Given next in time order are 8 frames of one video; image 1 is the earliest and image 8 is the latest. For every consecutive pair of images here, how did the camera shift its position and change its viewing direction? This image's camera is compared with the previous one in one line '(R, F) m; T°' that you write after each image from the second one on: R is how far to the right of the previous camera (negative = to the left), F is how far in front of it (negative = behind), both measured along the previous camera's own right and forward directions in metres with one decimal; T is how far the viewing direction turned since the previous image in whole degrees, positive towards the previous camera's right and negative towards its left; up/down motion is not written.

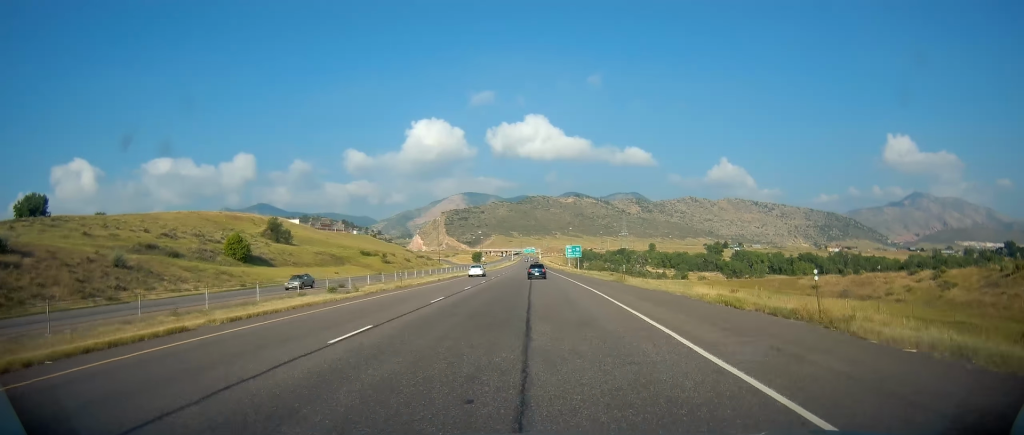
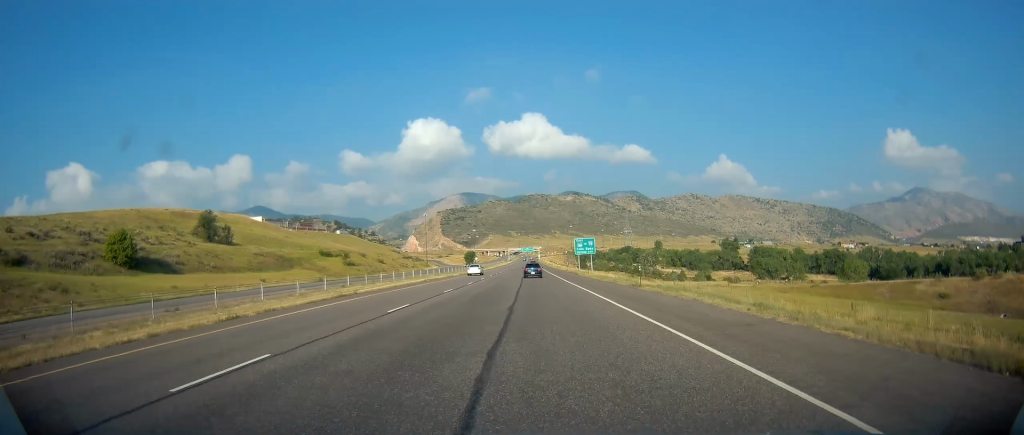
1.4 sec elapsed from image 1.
(0.0, +40.8) m; 0°
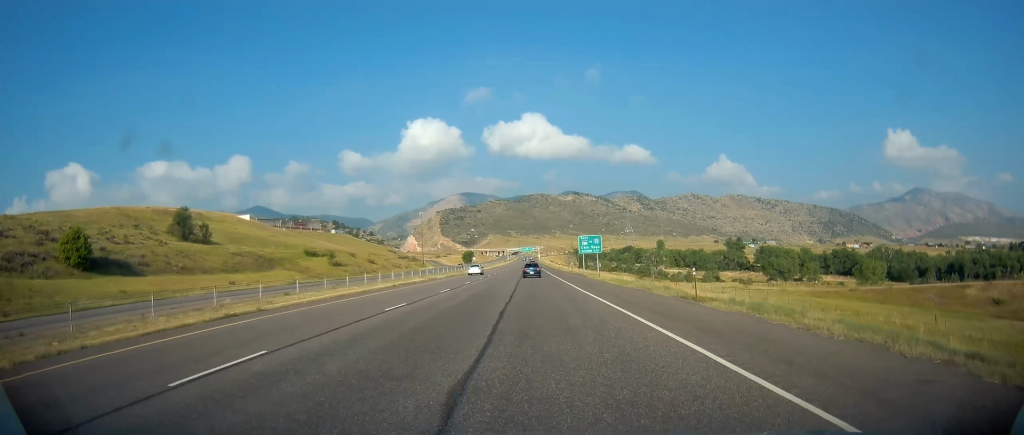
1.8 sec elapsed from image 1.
(+0.1, +11.9) m; 0°
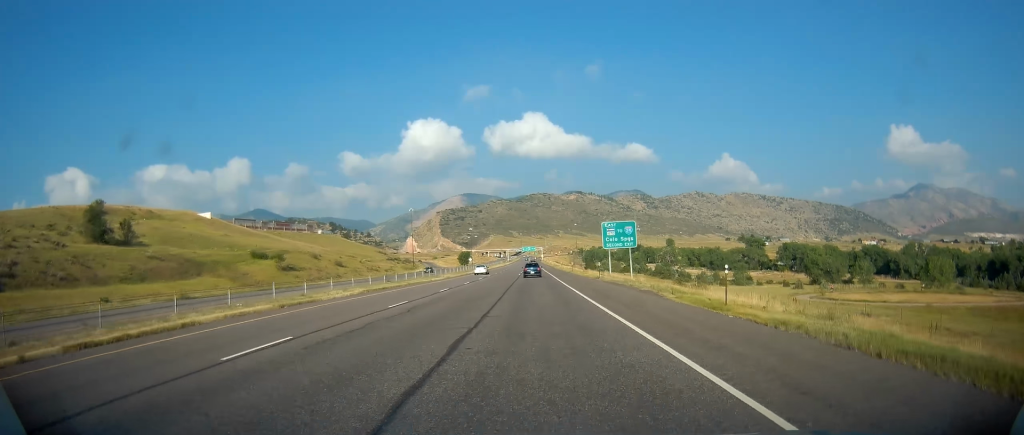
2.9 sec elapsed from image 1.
(0.0, +34.4) m; 0°
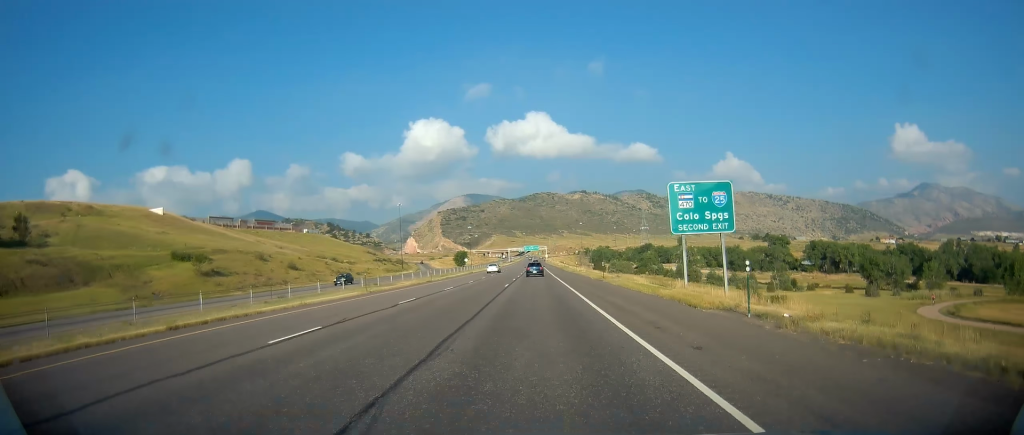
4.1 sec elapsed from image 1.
(-0.2, +34.0) m; -1°
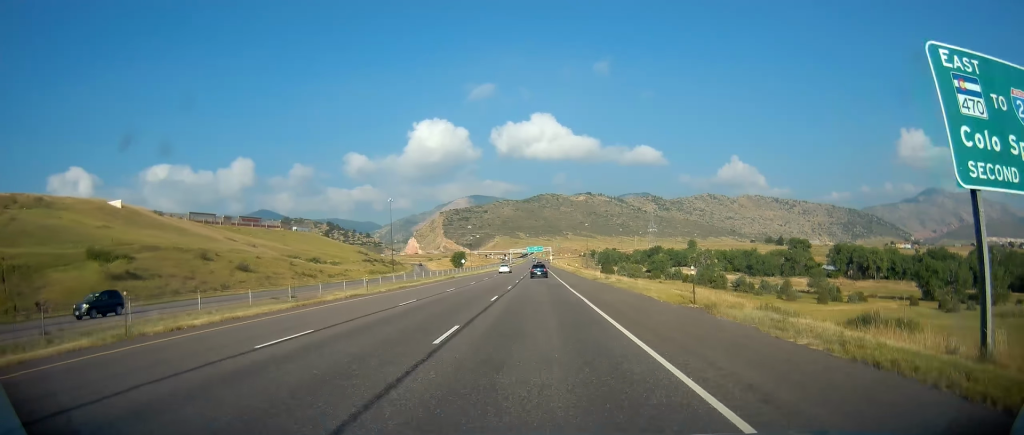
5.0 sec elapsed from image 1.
(-0.1, +25.0) m; 0°
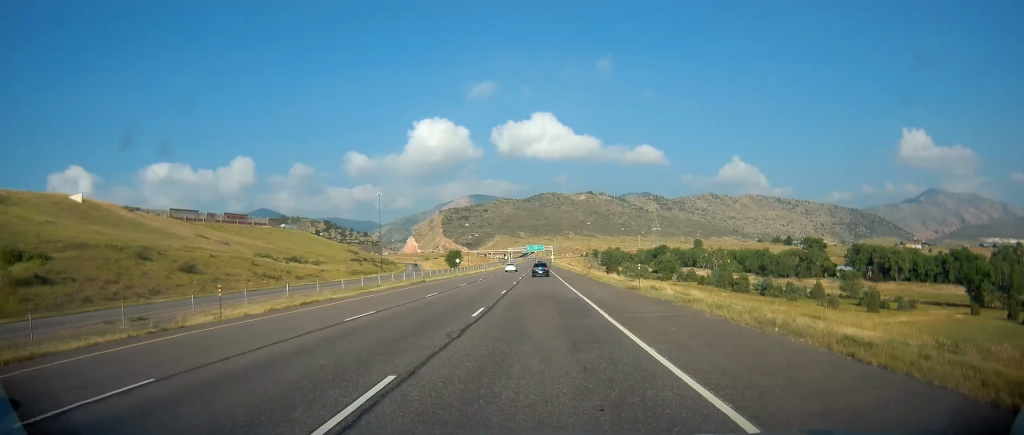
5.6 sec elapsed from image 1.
(0.0, +19.1) m; 0°
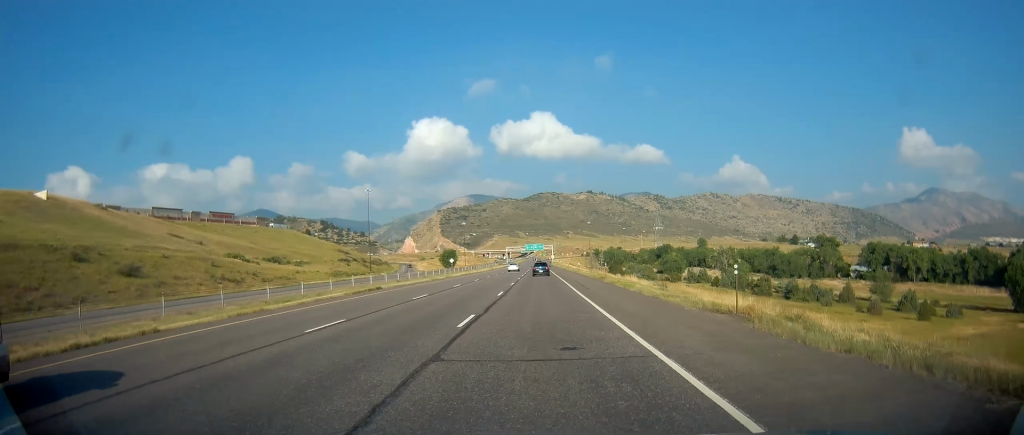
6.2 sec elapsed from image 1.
(0.0, +15.3) m; 0°
